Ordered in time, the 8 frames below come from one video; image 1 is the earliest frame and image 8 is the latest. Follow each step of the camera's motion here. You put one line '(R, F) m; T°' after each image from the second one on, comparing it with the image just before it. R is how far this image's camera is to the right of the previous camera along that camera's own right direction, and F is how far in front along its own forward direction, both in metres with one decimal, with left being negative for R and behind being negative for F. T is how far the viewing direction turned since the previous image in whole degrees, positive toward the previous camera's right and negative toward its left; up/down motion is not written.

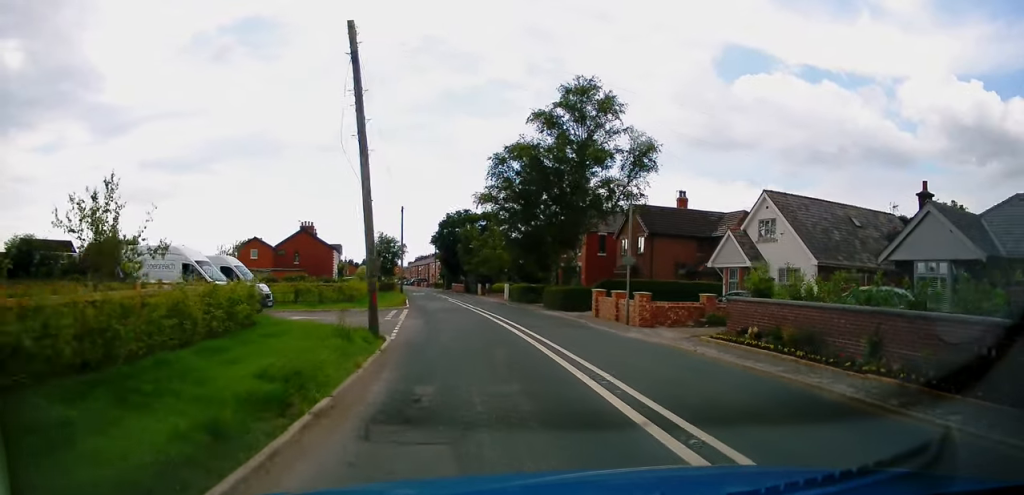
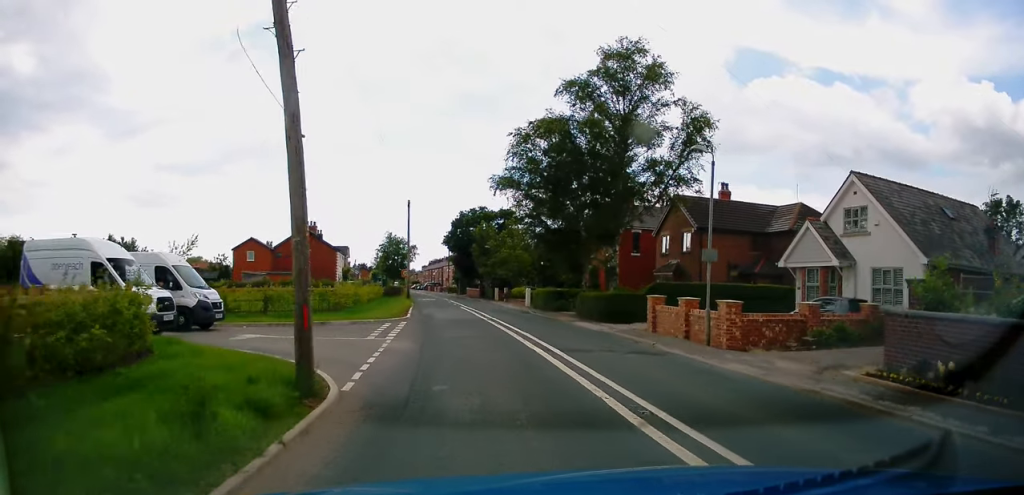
(+0.2, +6.5) m; 0°
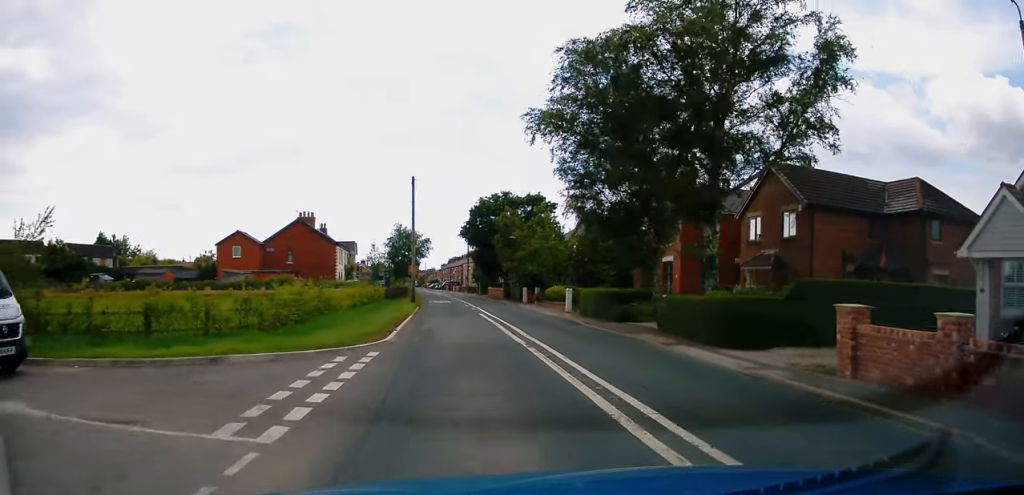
(+0.1, +10.4) m; -1°
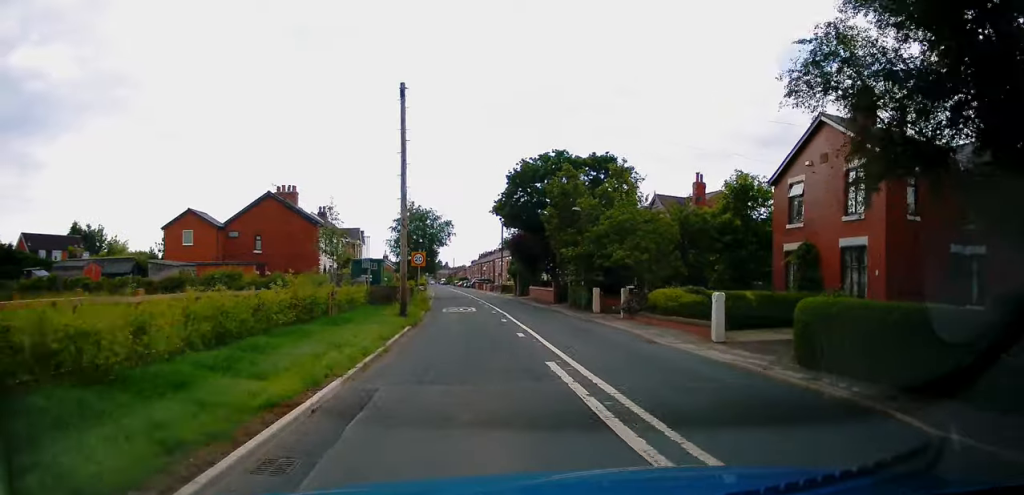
(-0.6, +17.8) m; -4°
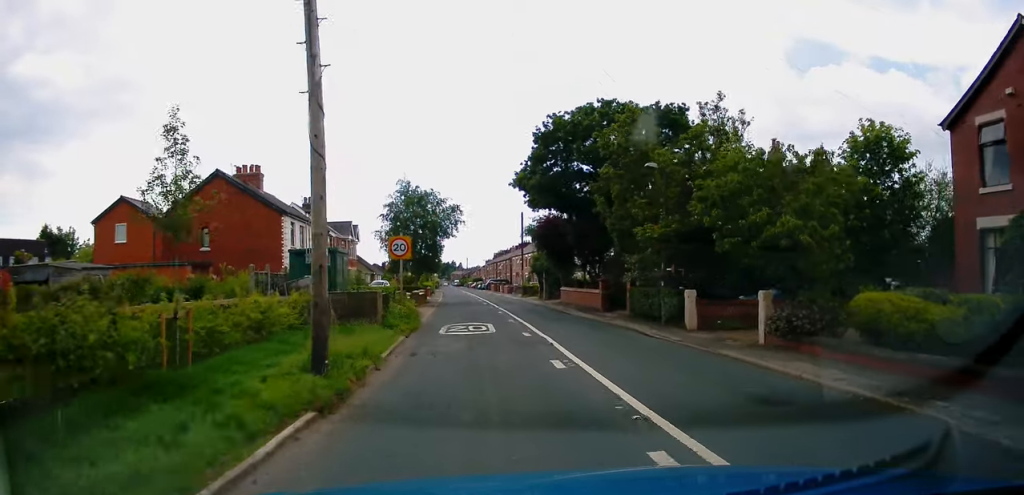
(-0.5, +11.4) m; -3°
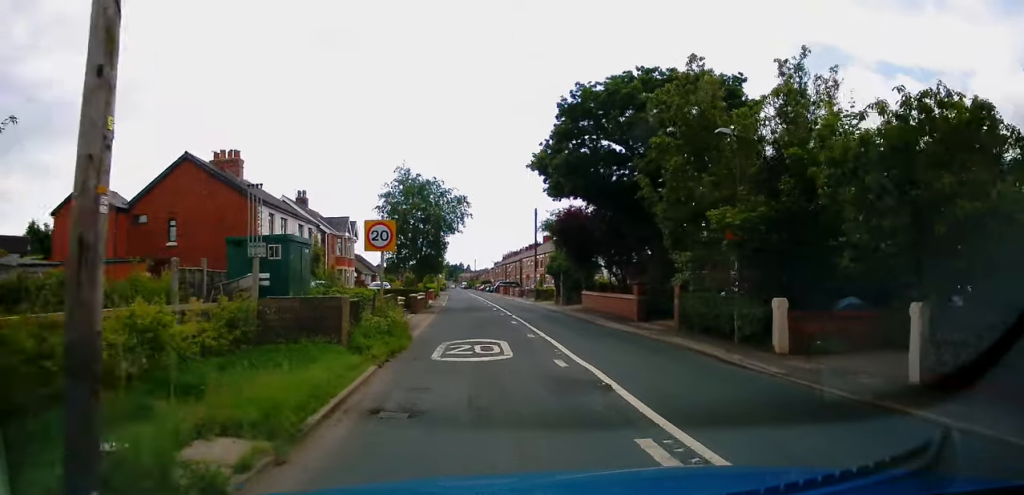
(0.0, +5.0) m; 0°
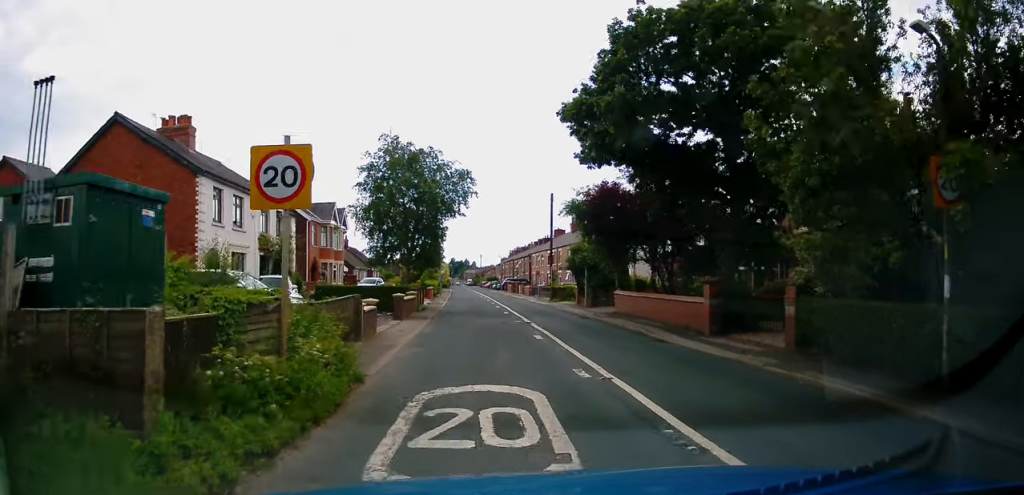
(0.0, +7.5) m; 0°
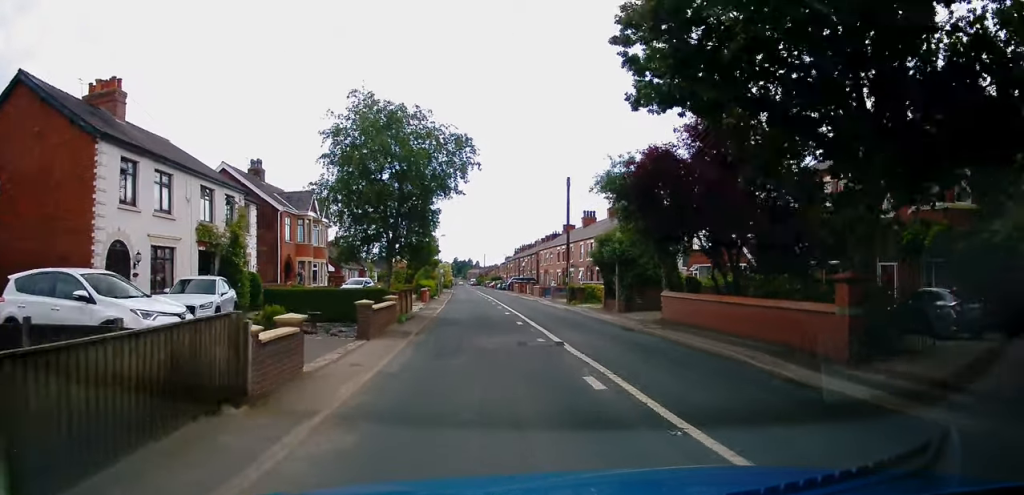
(0.0, +6.7) m; 0°
